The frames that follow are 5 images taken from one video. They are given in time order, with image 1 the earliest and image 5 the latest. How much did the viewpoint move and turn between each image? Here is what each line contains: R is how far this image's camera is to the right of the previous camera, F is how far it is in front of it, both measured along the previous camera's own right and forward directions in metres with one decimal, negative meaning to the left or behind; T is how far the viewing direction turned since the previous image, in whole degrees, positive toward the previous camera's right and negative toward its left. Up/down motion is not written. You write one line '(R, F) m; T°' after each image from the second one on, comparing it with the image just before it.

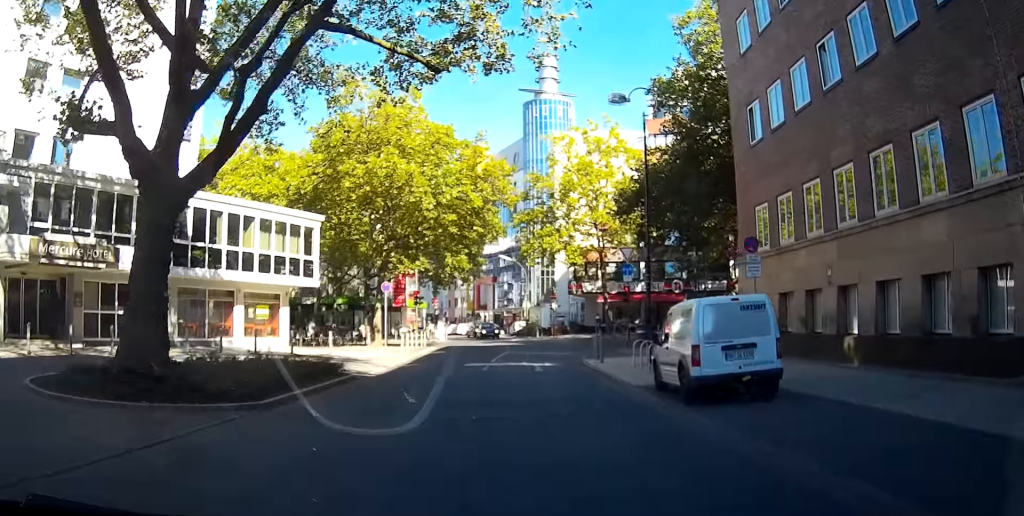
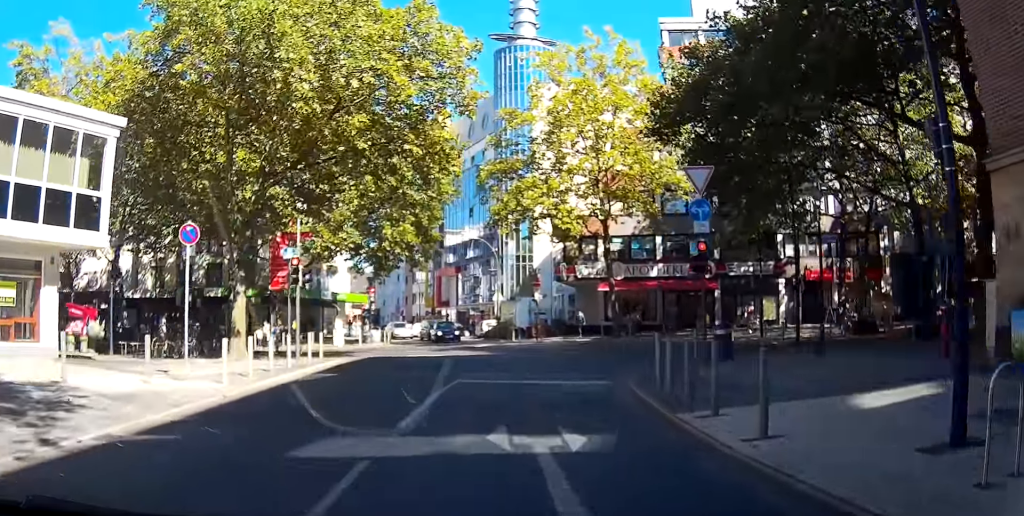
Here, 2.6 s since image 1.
(+1.1, +15.8) m; +4°
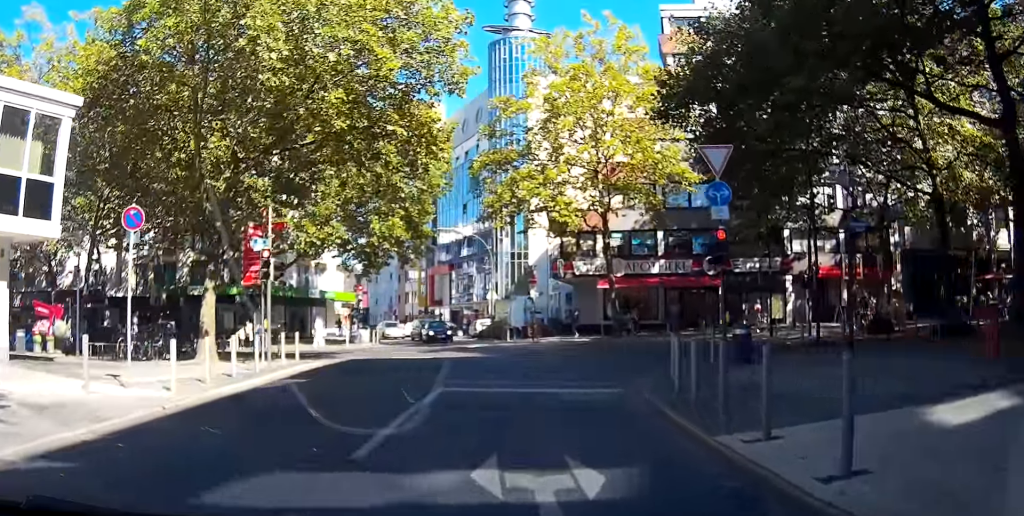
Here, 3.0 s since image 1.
(-0.1, +1.6) m; +1°
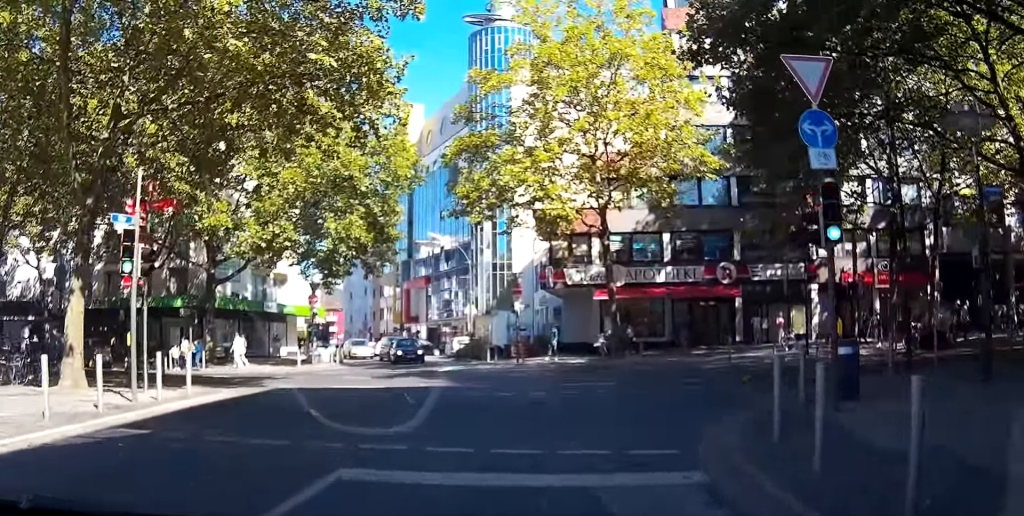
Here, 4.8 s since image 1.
(+0.6, +6.1) m; +15°
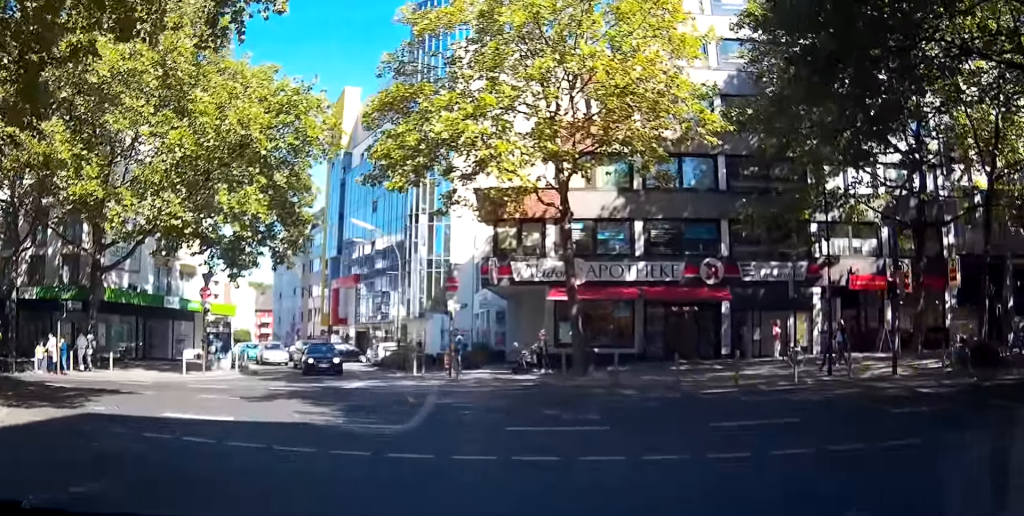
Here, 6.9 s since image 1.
(+0.7, +8.6) m; +13°
